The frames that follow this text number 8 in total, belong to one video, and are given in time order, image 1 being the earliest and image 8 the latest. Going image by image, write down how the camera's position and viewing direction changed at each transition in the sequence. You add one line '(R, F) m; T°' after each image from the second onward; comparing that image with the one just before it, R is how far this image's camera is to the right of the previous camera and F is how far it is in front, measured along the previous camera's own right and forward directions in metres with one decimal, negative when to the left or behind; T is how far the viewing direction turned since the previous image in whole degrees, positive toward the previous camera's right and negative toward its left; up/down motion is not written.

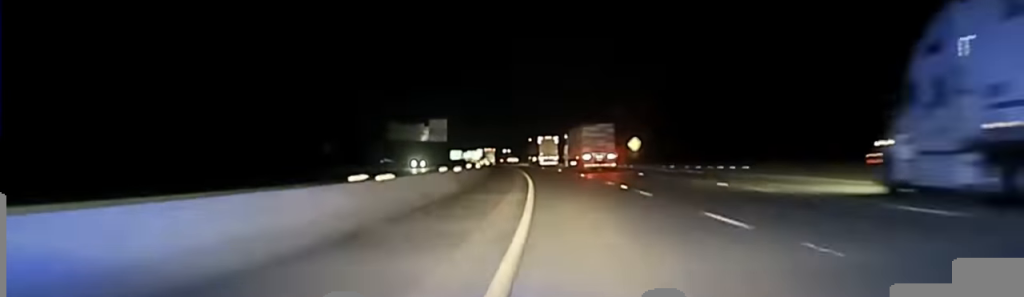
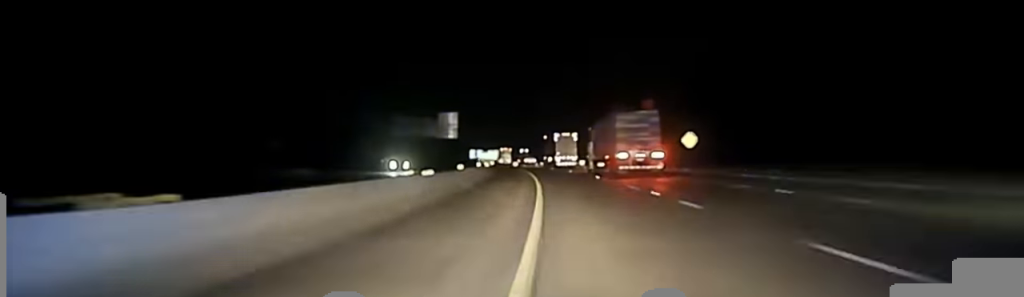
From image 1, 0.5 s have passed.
(+0.1, +28.0) m; -1°
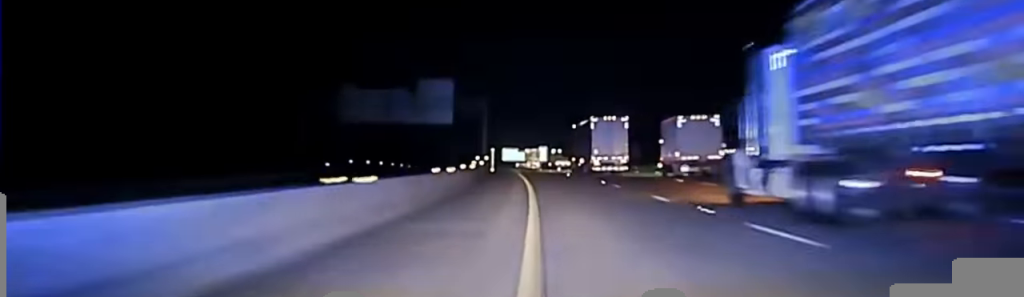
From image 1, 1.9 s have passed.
(-2.4, +77.2) m; -3°
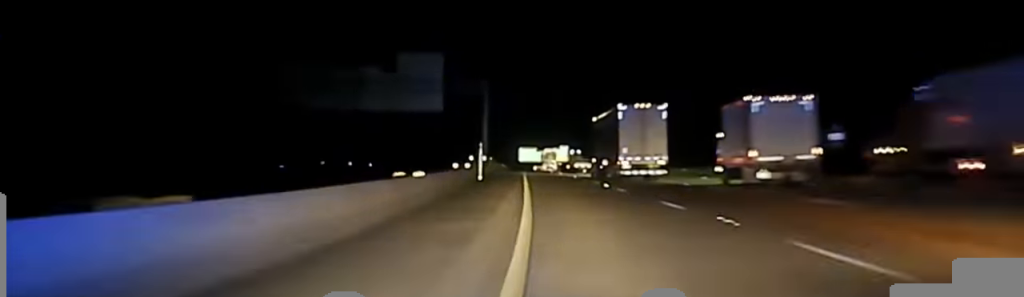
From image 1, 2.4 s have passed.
(+0.2, +25.7) m; -1°
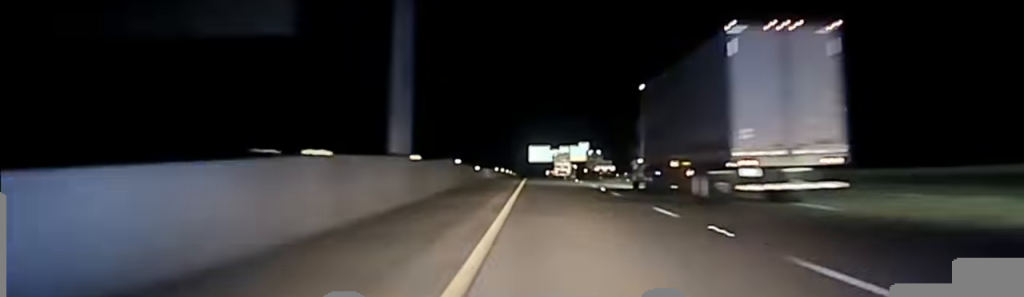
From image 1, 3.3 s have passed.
(-1.0, +49.1) m; -1°
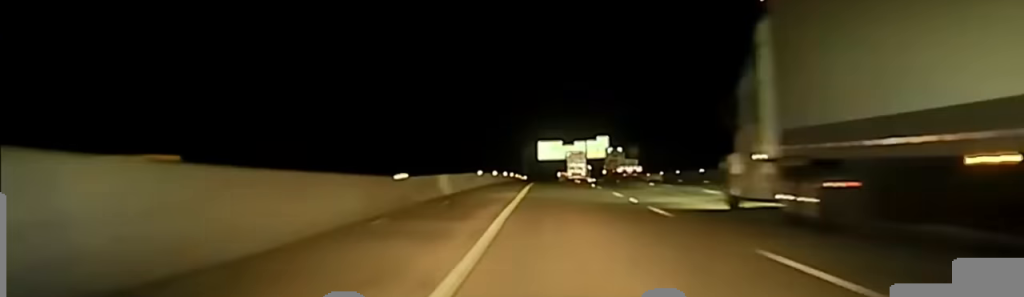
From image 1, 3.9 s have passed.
(-0.2, +34.5) m; 0°
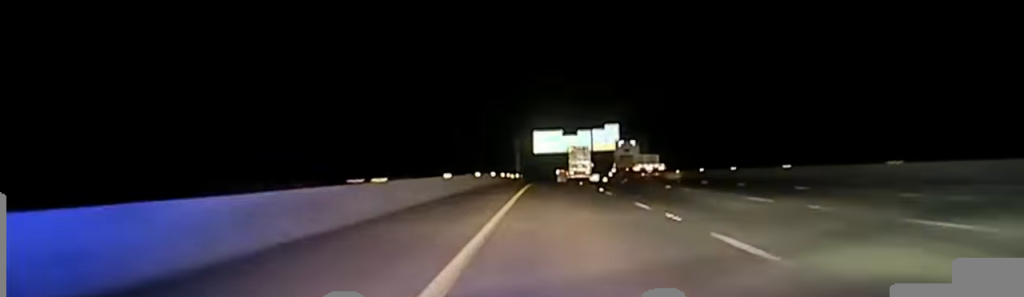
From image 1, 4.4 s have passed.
(-0.1, +31.0) m; 0°
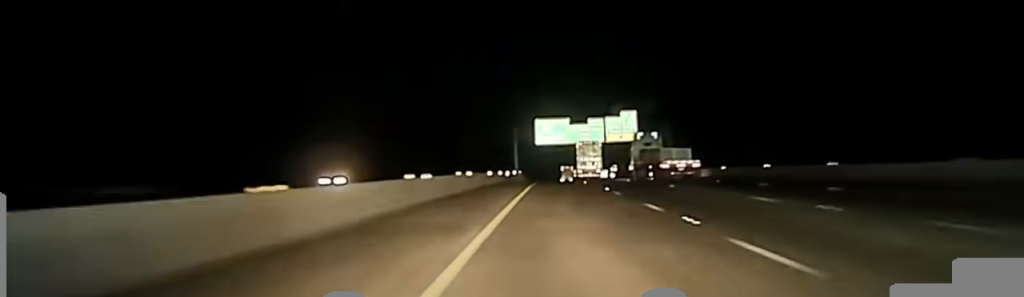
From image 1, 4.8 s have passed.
(0.0, +25.2) m; 0°
